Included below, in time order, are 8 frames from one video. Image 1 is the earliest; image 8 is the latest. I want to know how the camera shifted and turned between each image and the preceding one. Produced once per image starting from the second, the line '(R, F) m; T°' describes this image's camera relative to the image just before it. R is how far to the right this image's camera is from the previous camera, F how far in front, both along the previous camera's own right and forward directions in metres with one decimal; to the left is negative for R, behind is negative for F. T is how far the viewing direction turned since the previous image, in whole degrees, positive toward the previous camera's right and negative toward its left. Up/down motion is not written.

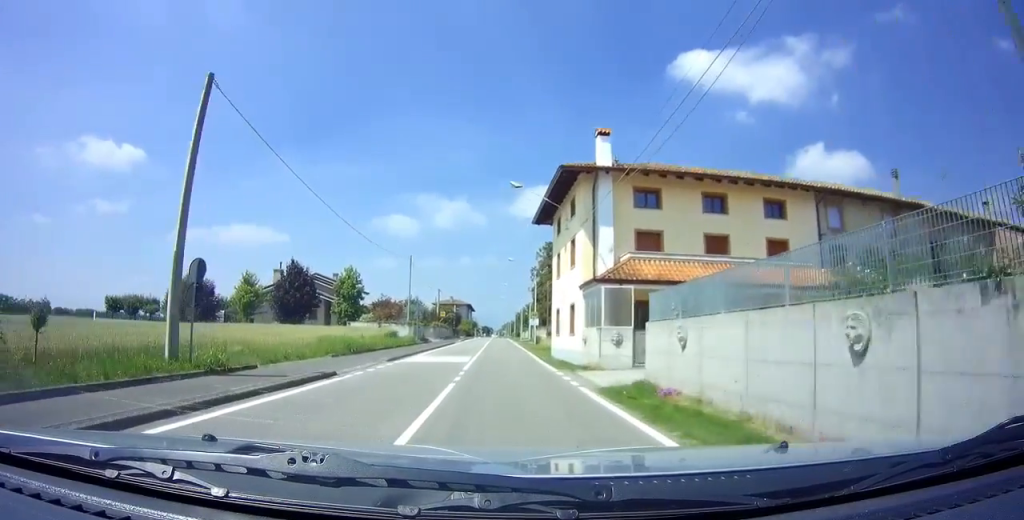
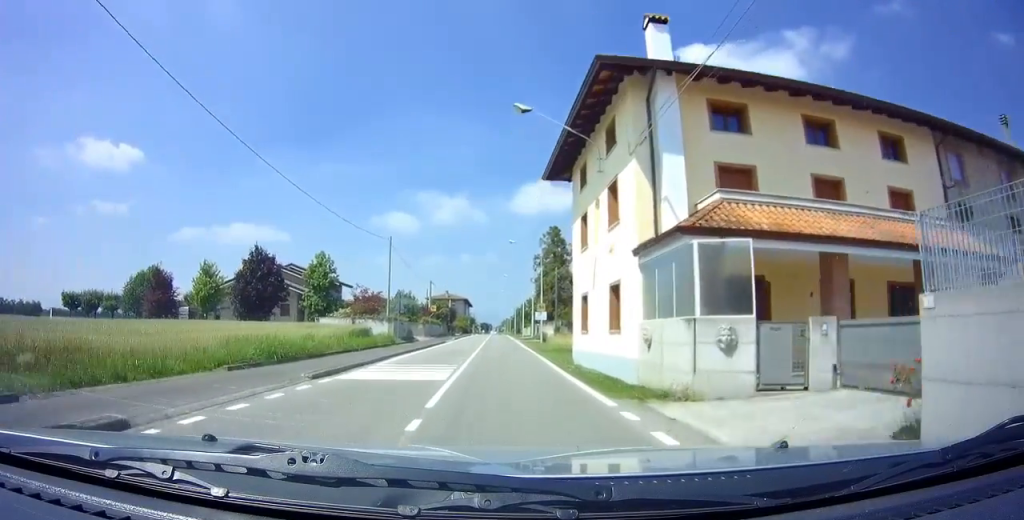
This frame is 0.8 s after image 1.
(-0.1, +9.1) m; -1°
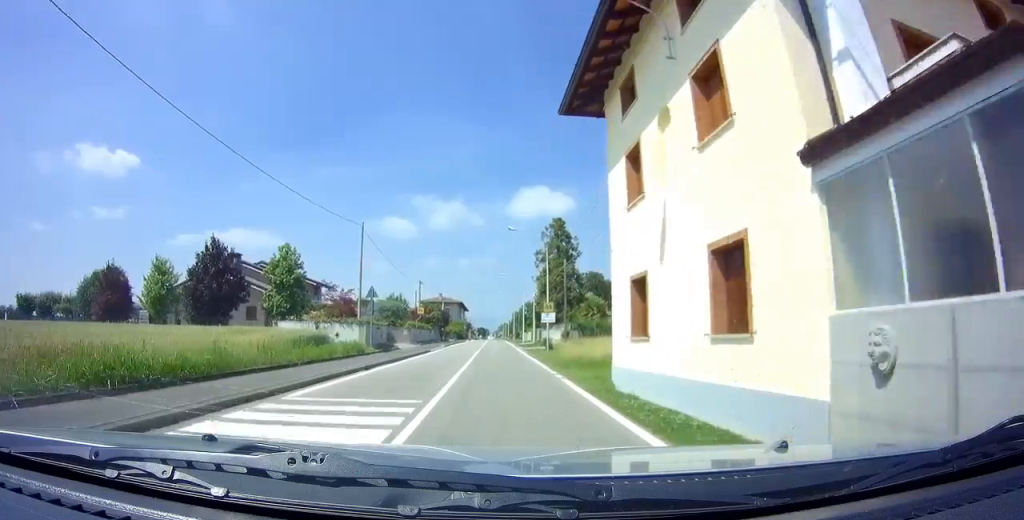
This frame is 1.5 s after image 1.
(0.0, +8.2) m; 0°
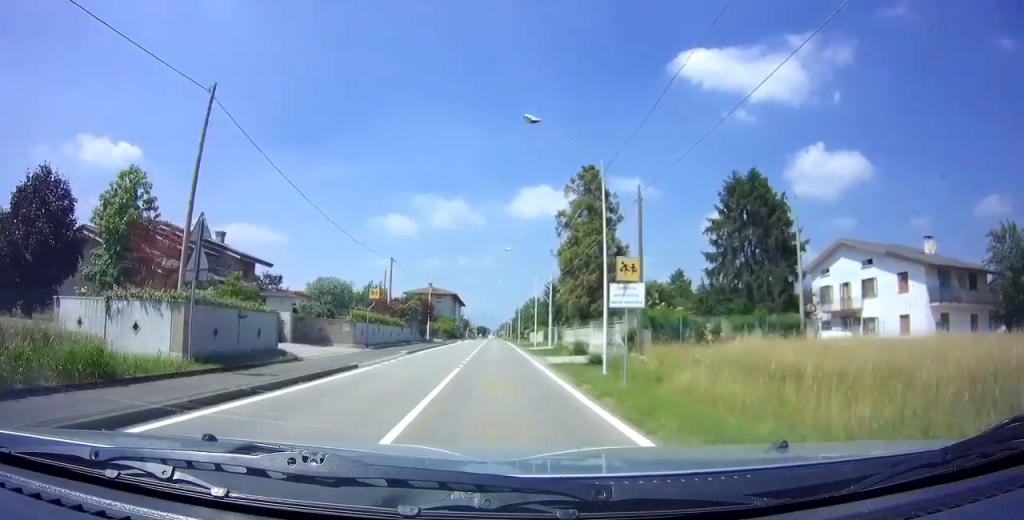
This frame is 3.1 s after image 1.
(+0.1, +19.4) m; 0°
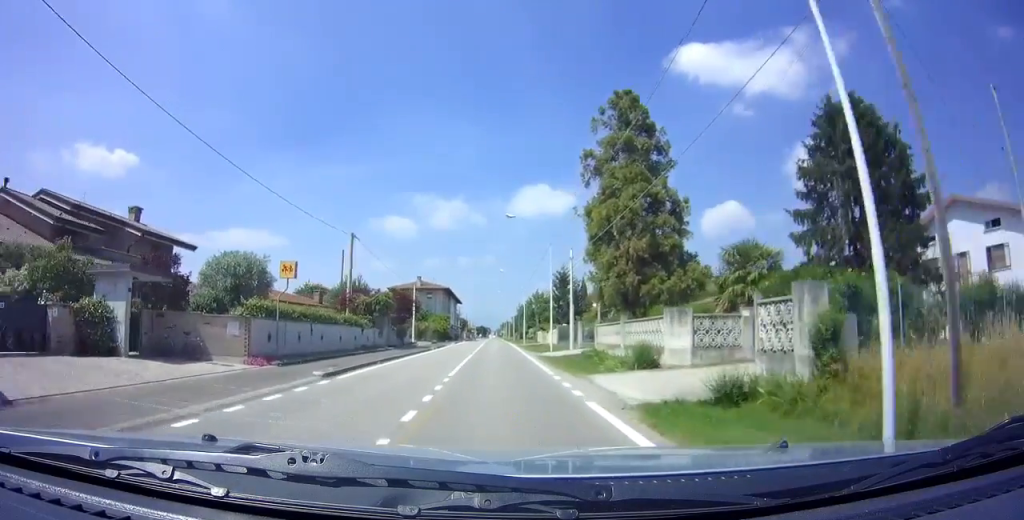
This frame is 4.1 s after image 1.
(-0.1, +13.2) m; 0°
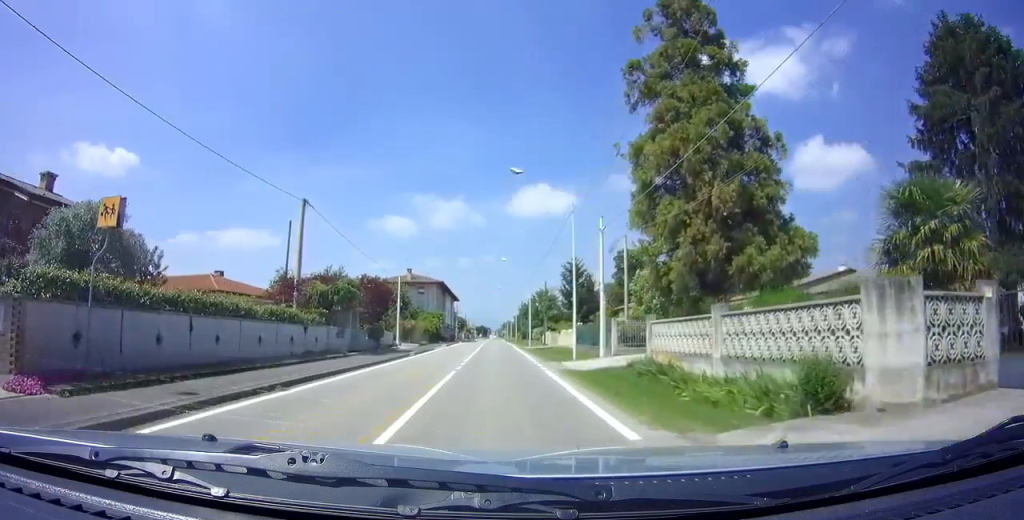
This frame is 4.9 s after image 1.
(0.0, +9.7) m; 0°
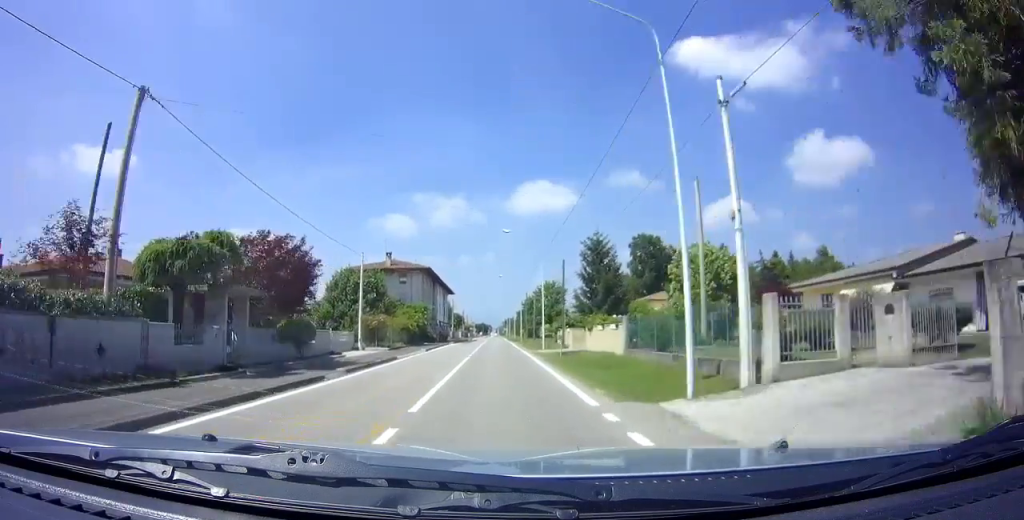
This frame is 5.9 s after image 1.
(0.0, +13.9) m; 0°
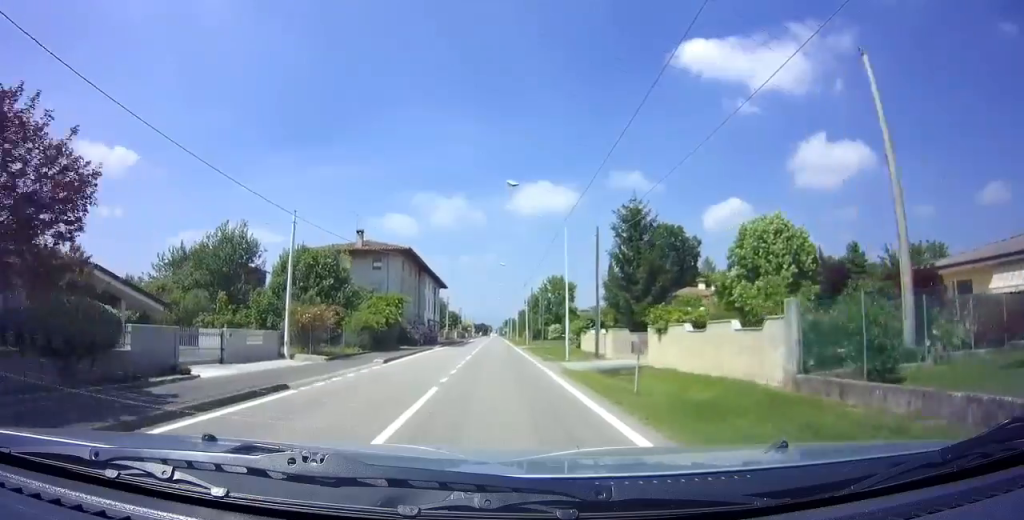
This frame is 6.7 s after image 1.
(-0.1, +12.3) m; 0°
